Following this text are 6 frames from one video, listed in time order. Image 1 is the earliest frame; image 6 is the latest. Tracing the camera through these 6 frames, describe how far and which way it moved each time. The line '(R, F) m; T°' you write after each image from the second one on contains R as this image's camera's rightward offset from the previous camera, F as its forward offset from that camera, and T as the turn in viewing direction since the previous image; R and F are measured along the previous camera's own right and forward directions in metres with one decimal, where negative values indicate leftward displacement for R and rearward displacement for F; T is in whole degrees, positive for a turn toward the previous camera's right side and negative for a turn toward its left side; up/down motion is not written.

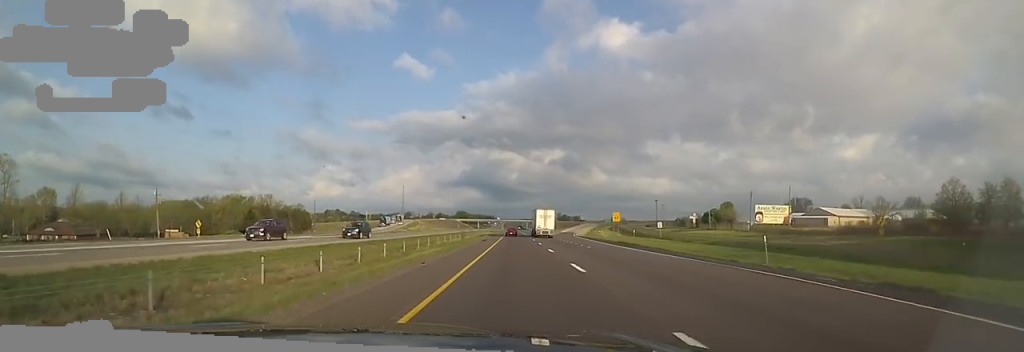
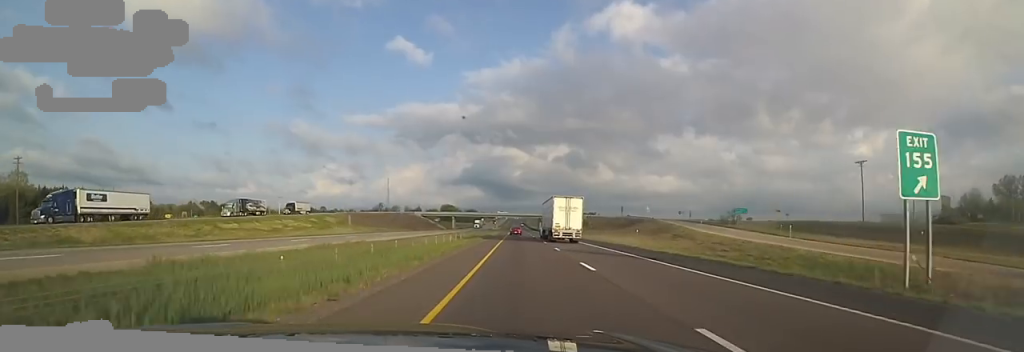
(+1.5, +145.6) m; +2°
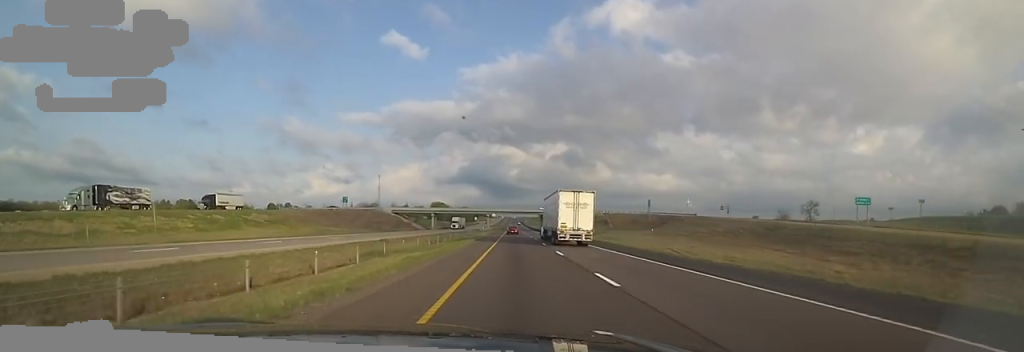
(+0.4, +40.6) m; +1°
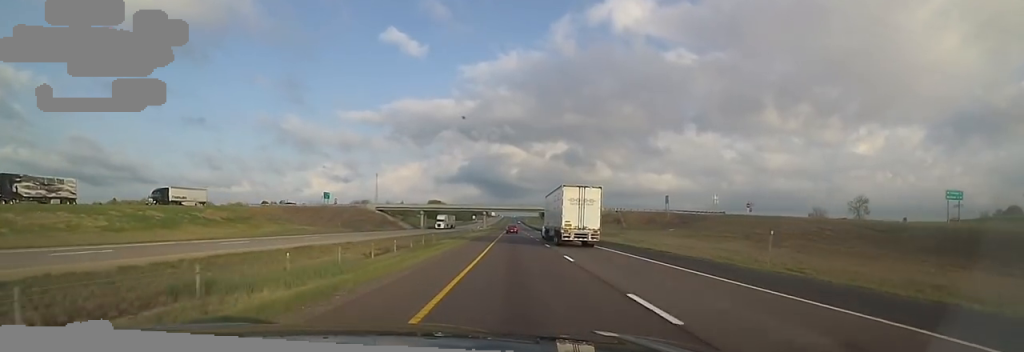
(0.0, +16.8) m; 0°
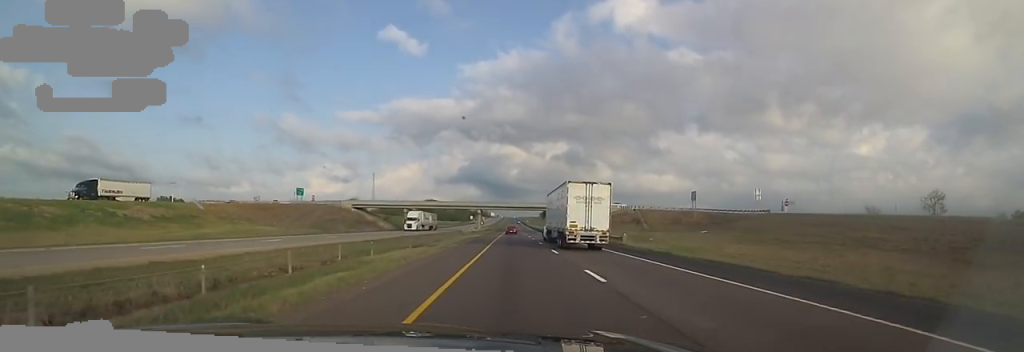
(0.0, +19.1) m; 0°
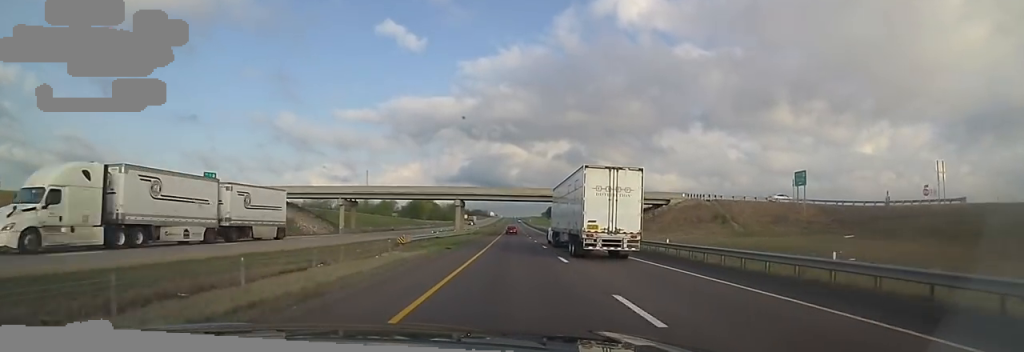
(0.0, +41.8) m; 0°
